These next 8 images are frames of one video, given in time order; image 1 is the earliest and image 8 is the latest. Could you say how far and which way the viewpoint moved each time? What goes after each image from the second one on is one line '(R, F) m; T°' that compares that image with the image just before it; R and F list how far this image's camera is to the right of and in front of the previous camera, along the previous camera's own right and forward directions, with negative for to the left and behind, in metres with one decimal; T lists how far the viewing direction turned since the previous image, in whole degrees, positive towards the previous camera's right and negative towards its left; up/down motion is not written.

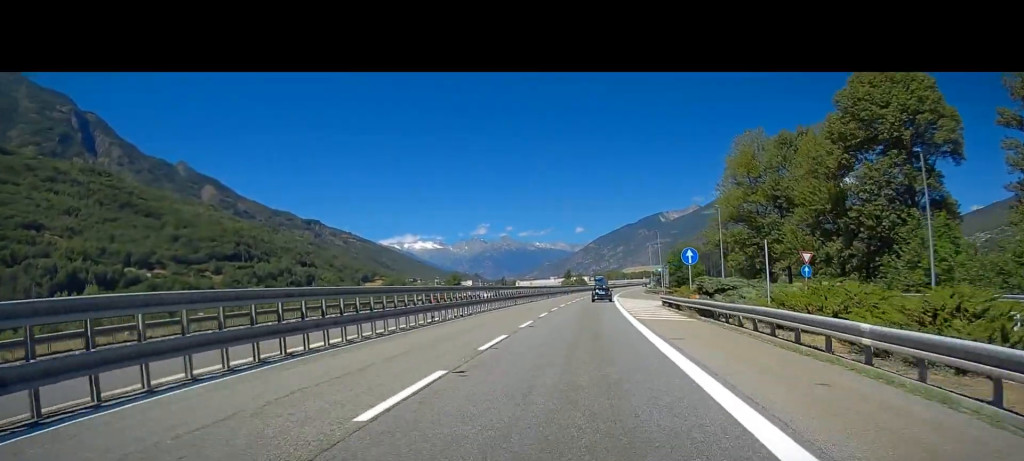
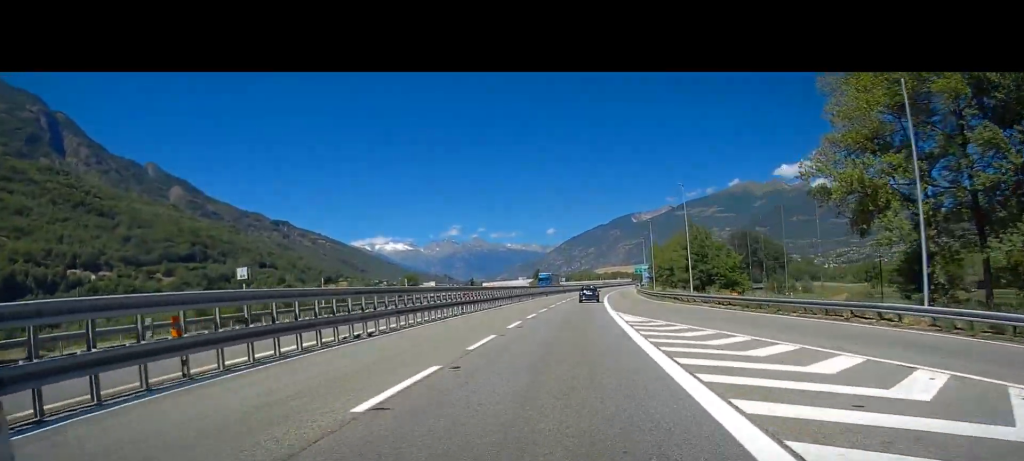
(+0.3, +43.8) m; +1°
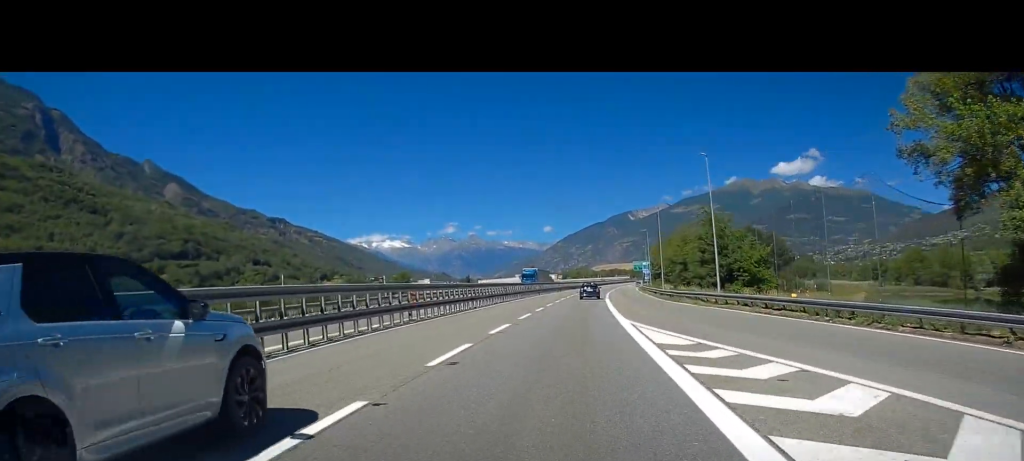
(+0.1, +10.8) m; +1°
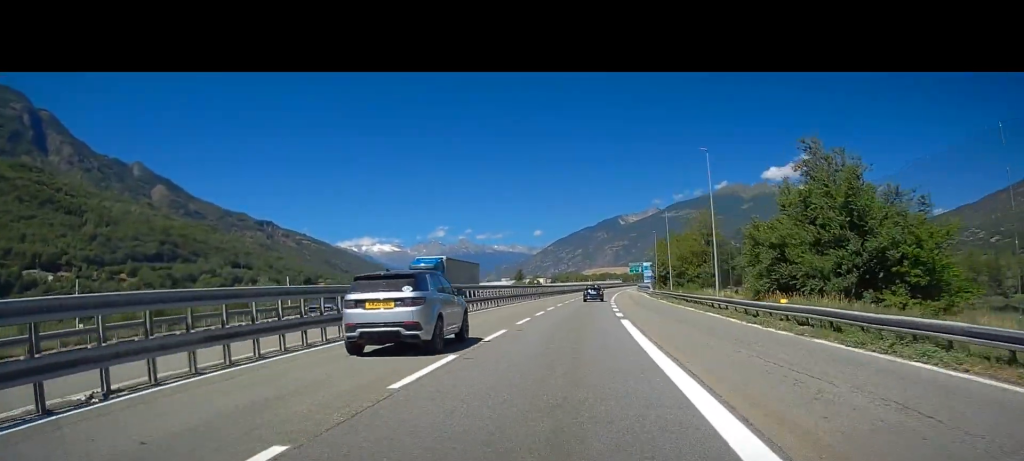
(+0.1, +31.6) m; 0°
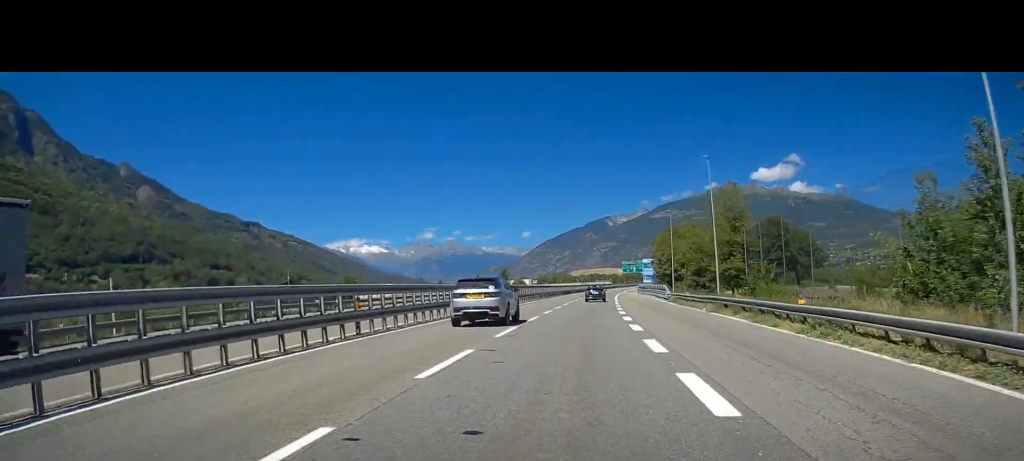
(+0.2, +28.0) m; +2°
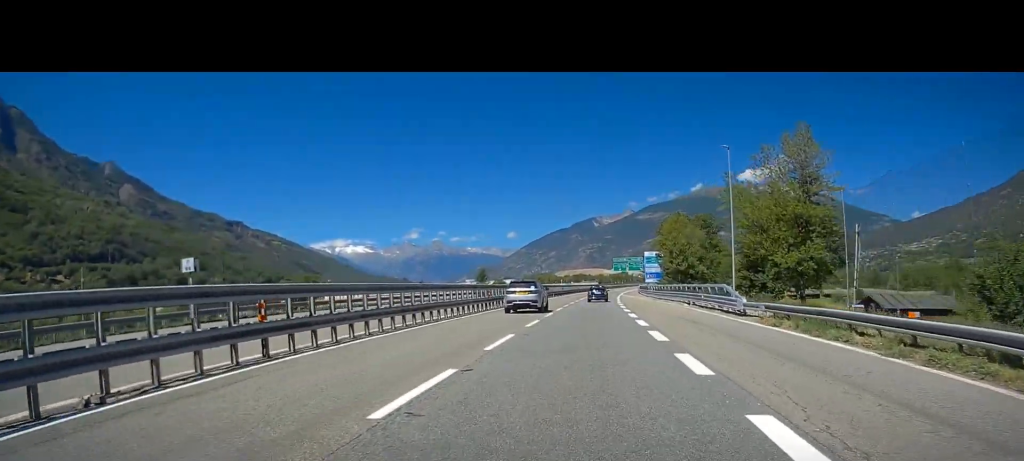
(+0.8, +32.8) m; +2°
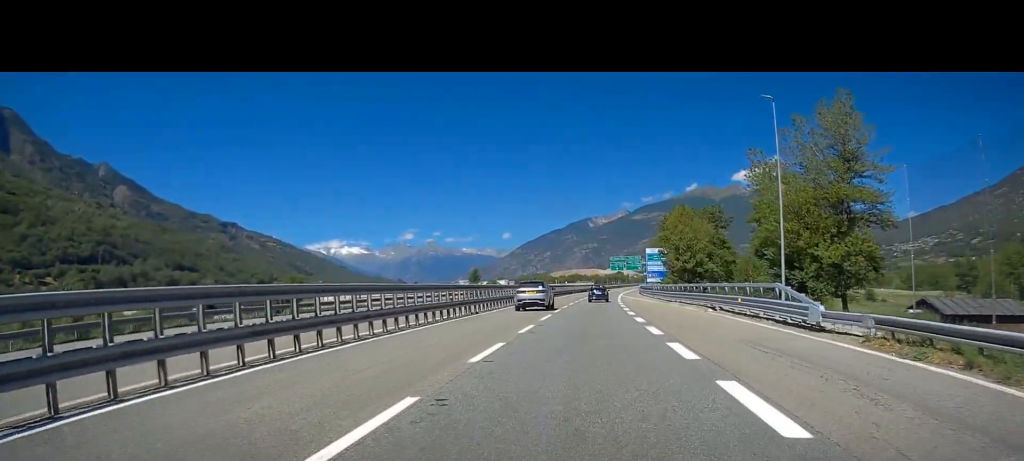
(+0.1, +10.0) m; 0°
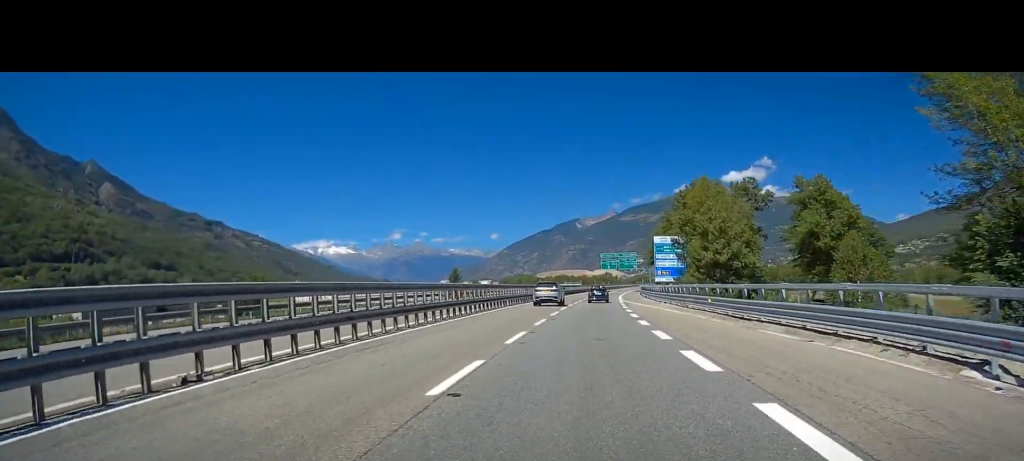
(+0.1, +25.6) m; +1°
